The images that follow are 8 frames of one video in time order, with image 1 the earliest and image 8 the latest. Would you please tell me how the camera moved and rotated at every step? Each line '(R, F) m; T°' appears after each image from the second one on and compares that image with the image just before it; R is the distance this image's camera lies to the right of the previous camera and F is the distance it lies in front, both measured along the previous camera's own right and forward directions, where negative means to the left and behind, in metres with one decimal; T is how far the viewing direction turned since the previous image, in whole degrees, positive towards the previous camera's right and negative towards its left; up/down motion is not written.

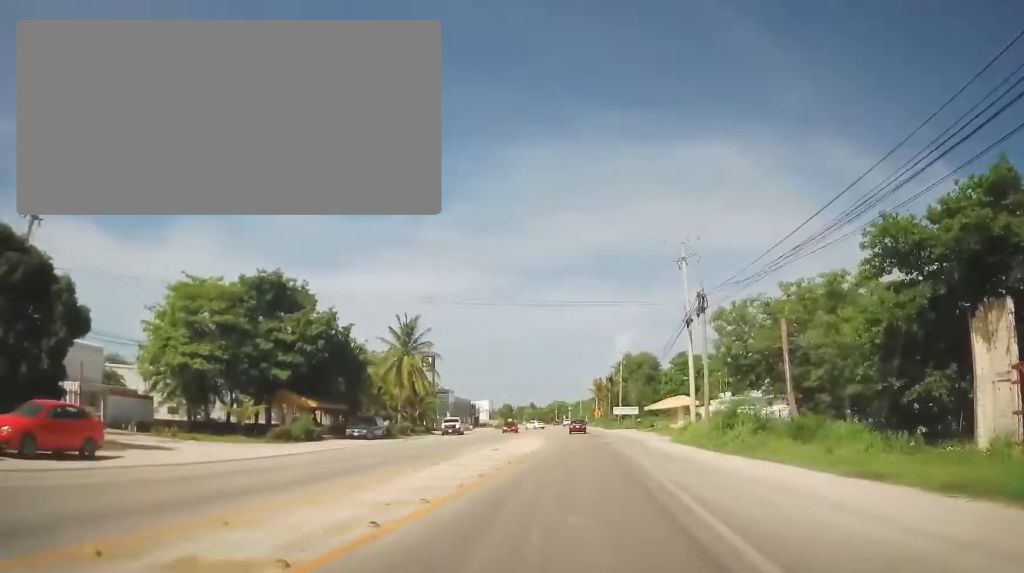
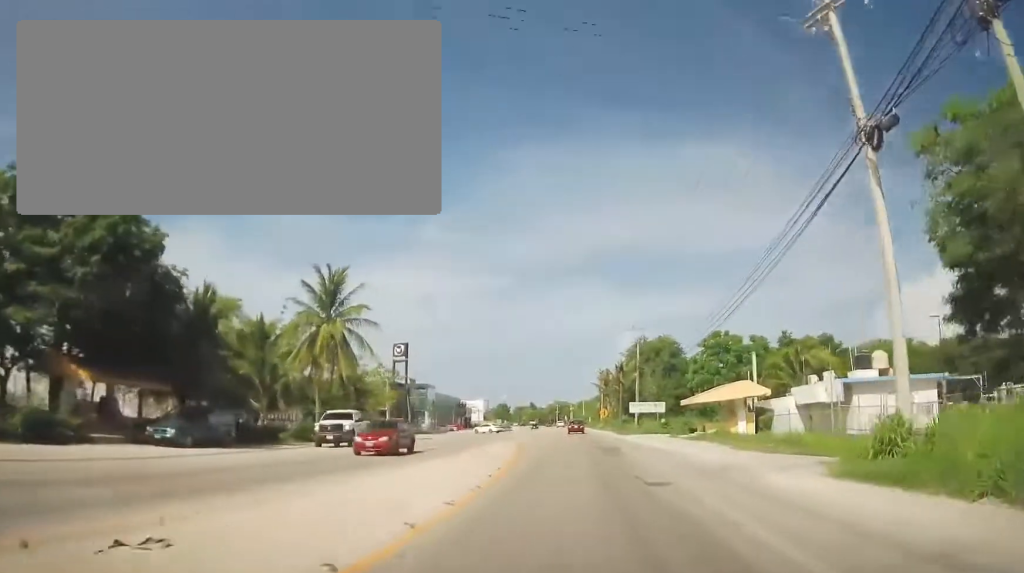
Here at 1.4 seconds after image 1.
(-0.2, +22.8) m; -3°
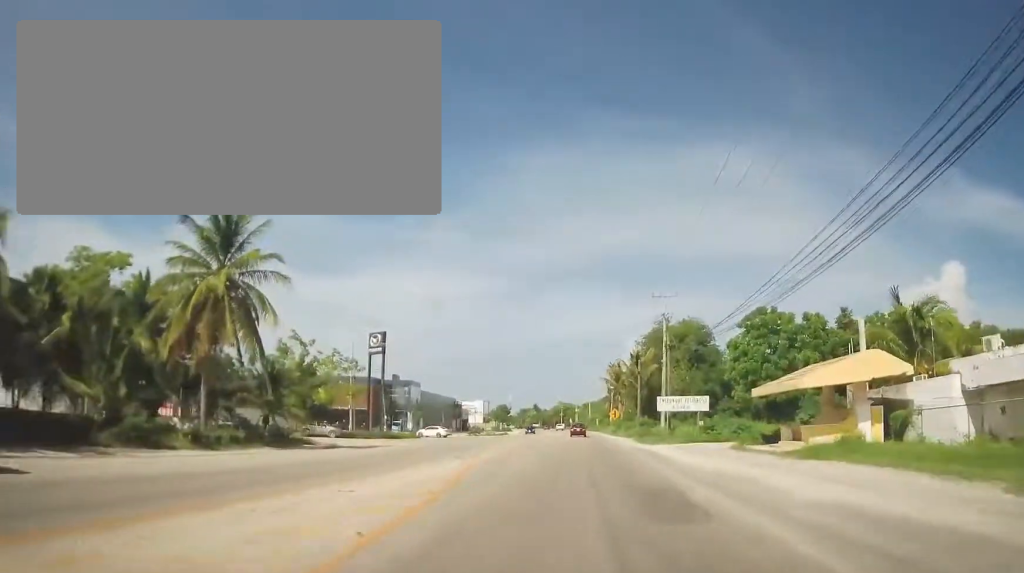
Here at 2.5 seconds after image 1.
(-0.3, +16.2) m; 0°
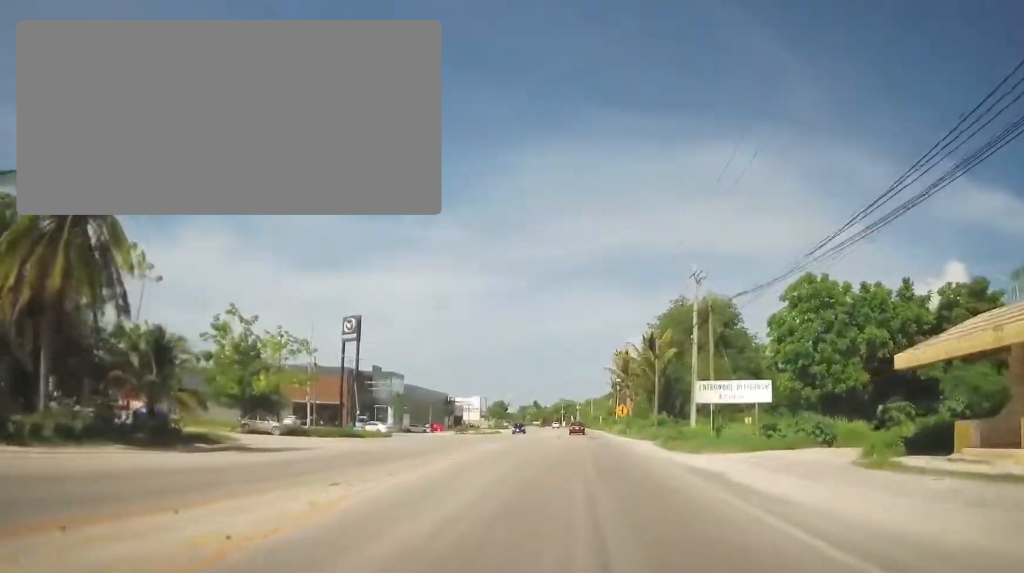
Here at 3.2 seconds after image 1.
(+0.3, +11.8) m; 0°
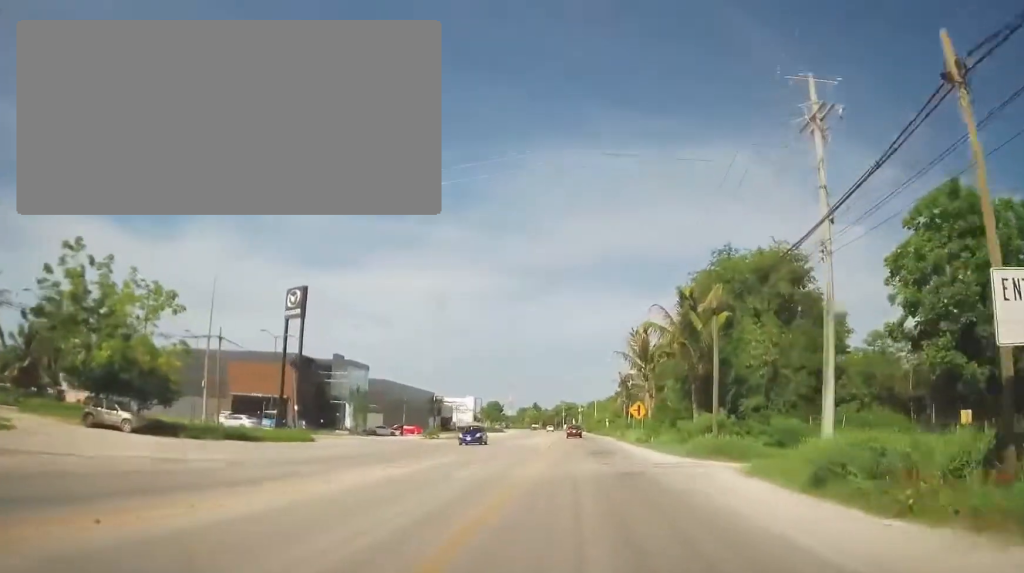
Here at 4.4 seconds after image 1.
(-0.3, +18.4) m; -1°
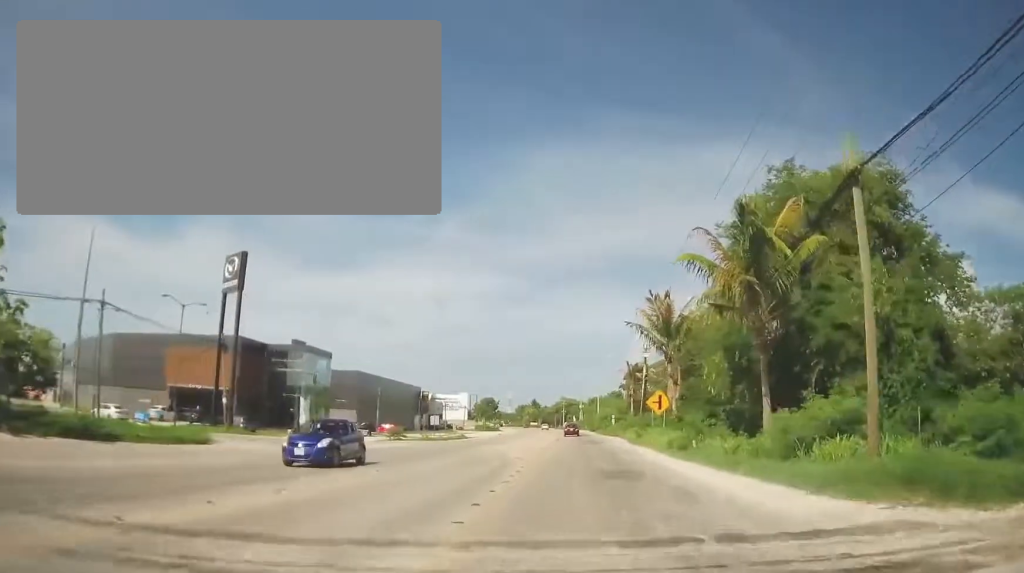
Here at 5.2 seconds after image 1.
(0.0, +13.6) m; 0°
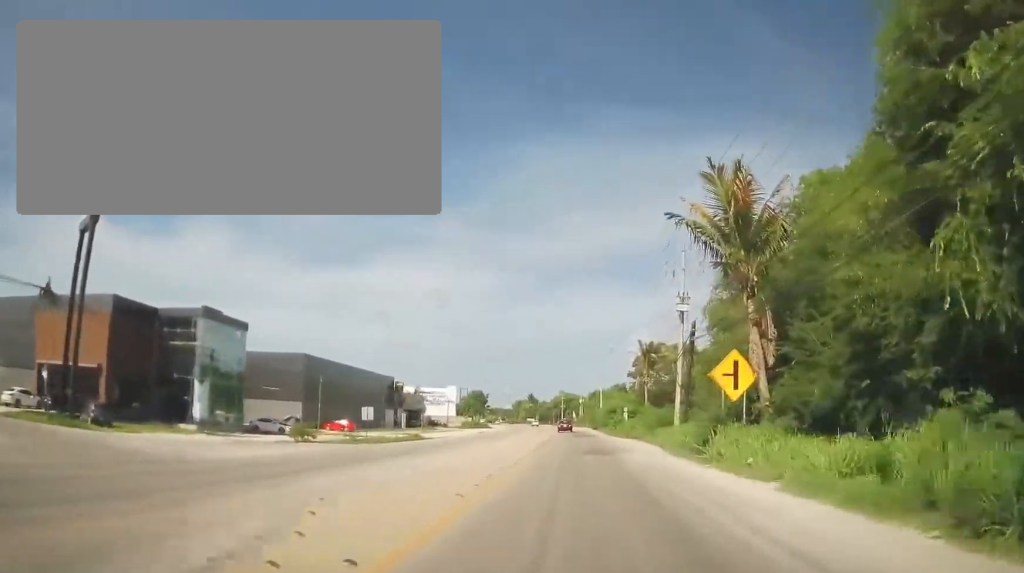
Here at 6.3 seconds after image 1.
(+0.1, +19.7) m; 0°
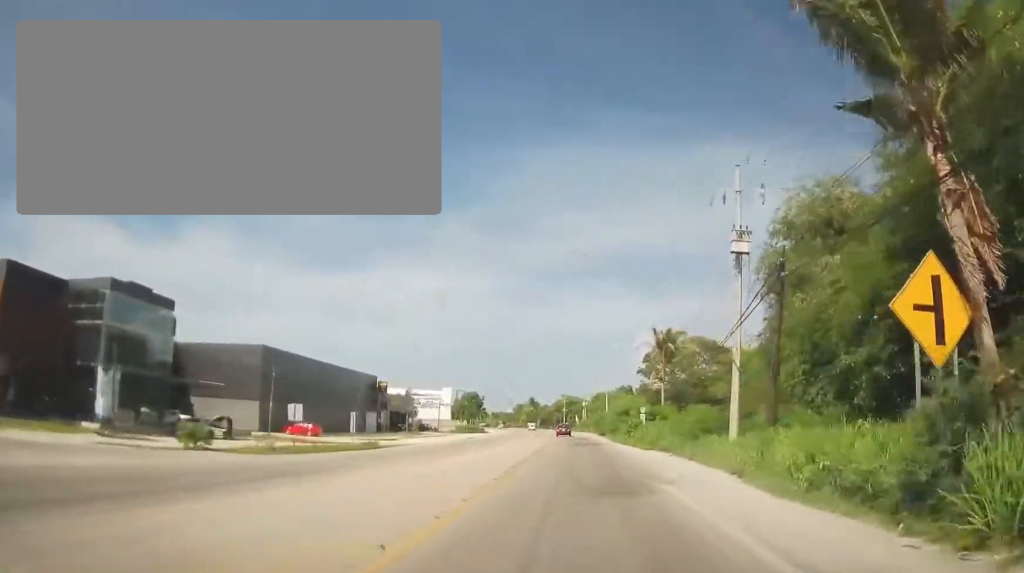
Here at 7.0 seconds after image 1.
(0.0, +11.7) m; 0°
